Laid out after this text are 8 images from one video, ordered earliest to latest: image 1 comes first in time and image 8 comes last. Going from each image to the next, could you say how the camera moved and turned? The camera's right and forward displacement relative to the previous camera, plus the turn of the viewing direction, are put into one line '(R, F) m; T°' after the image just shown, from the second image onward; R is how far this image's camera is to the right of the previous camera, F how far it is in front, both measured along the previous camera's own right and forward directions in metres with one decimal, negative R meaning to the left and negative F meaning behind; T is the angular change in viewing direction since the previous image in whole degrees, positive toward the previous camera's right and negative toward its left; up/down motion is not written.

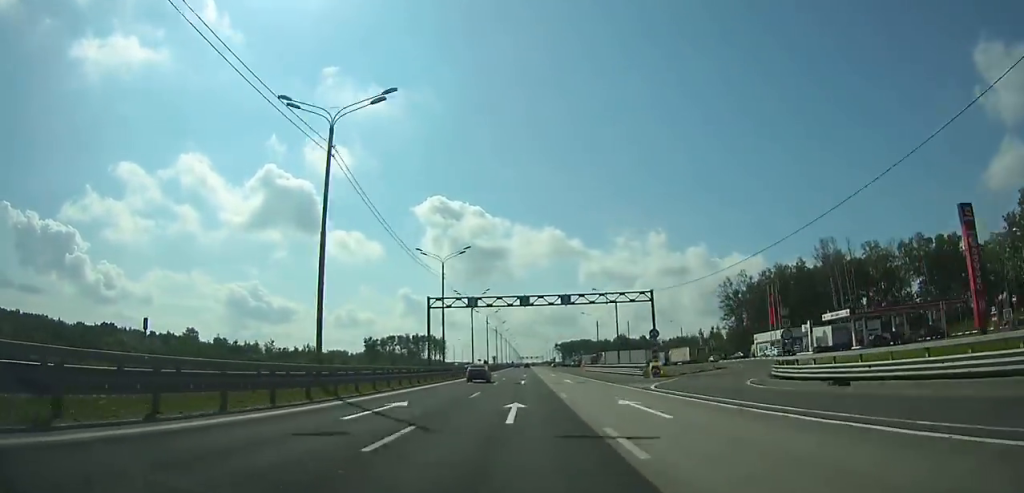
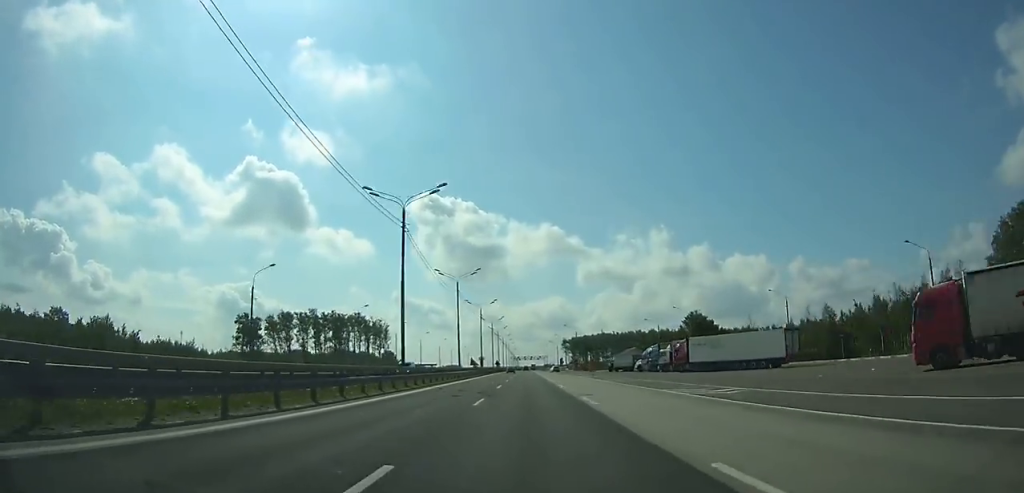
(-0.3, +132.9) m; 0°
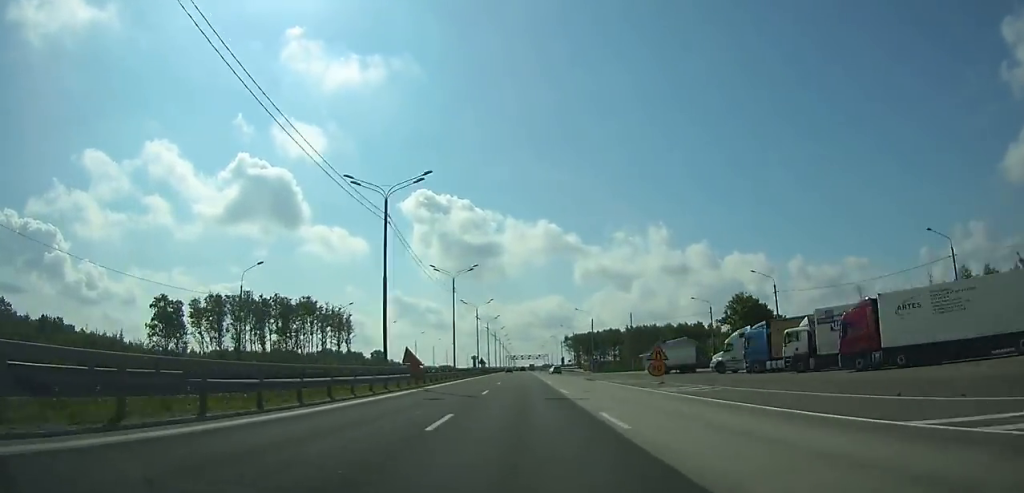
(+0.3, +39.1) m; 0°
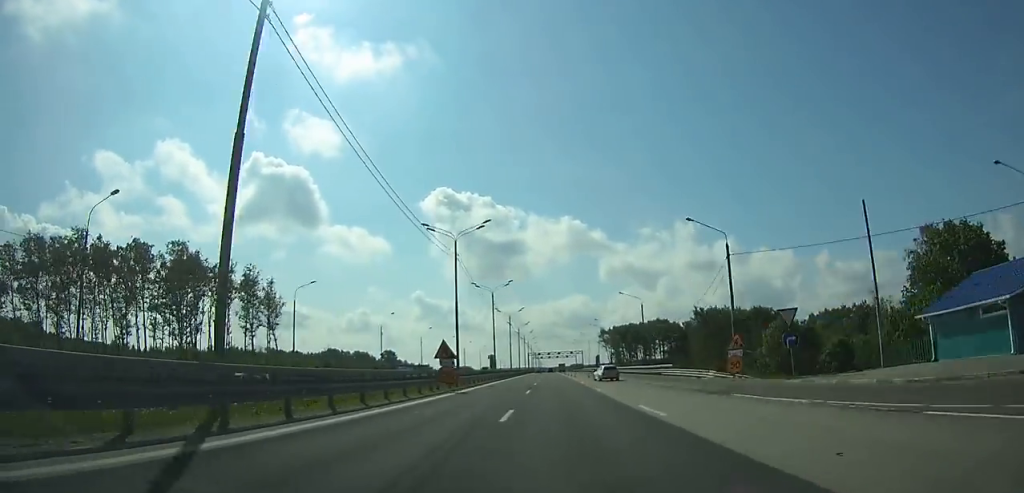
(-0.5, +61.9) m; 0°
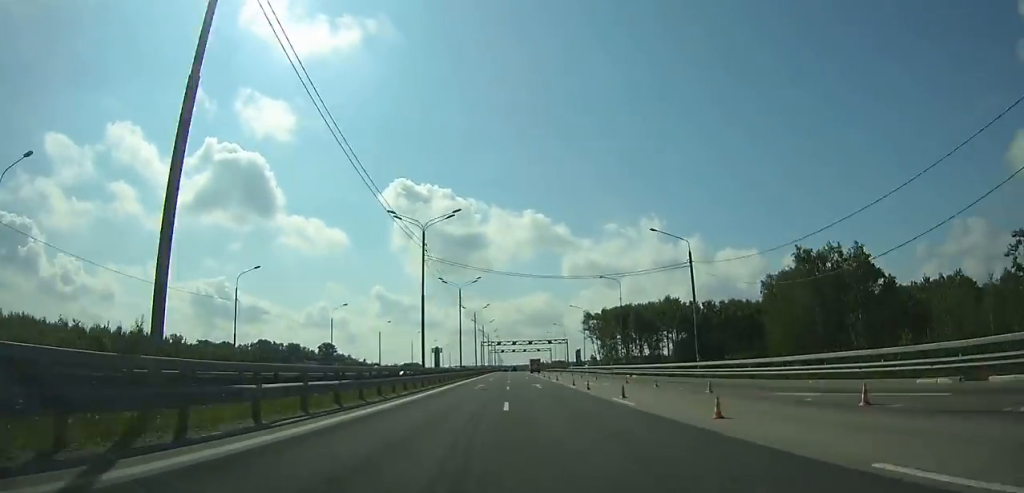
(+0.3, +75.7) m; 0°
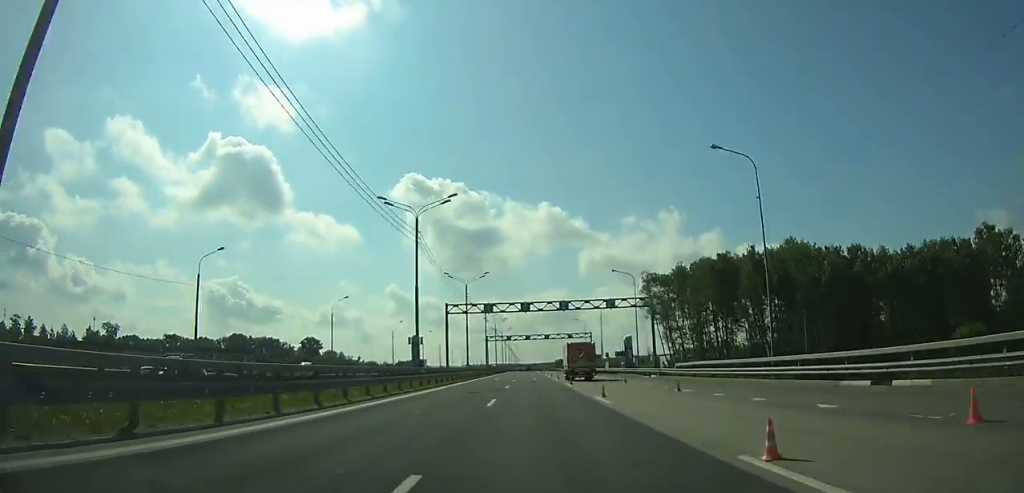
(+0.3, +76.2) m; 0°
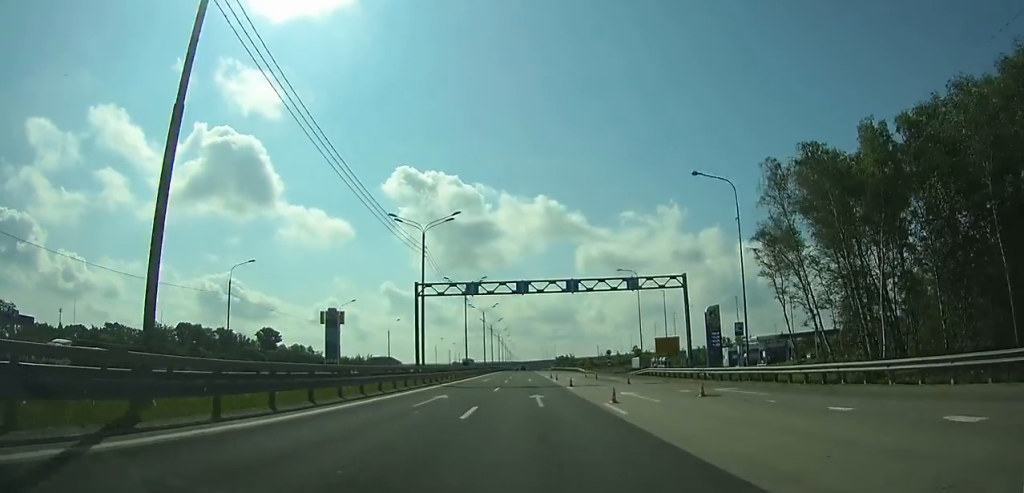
(+0.4, +65.4) m; 0°
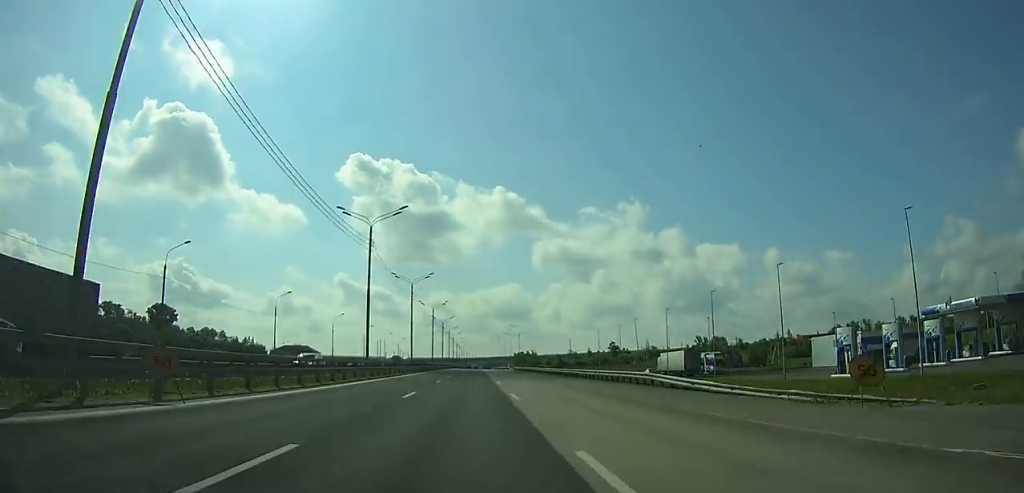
(+0.1, +63.2) m; +2°
